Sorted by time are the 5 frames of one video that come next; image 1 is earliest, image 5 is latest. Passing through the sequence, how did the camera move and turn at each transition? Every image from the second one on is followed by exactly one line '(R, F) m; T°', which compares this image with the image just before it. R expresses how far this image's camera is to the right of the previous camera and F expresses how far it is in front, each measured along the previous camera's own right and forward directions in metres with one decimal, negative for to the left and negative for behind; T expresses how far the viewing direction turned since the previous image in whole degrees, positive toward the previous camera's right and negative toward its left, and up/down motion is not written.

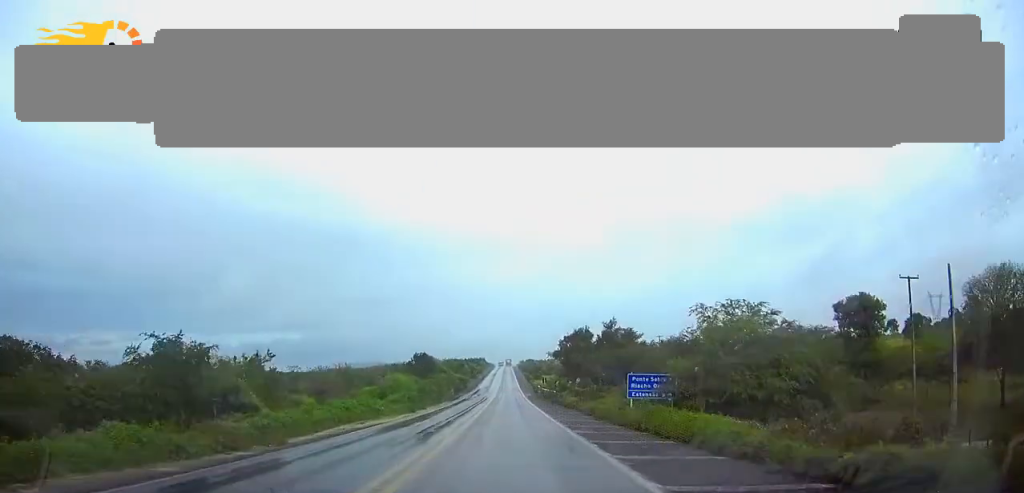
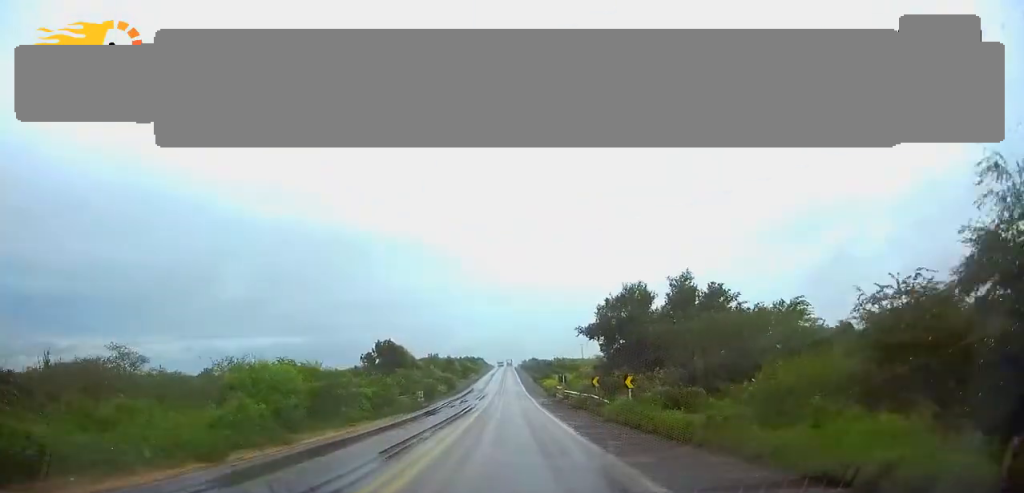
(0.0, +29.1) m; 0°
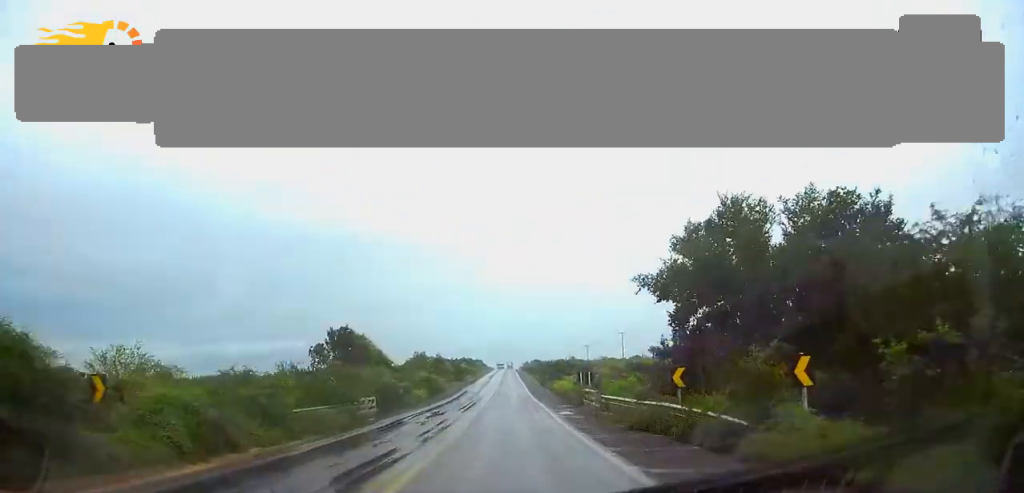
(-0.1, +18.5) m; 0°
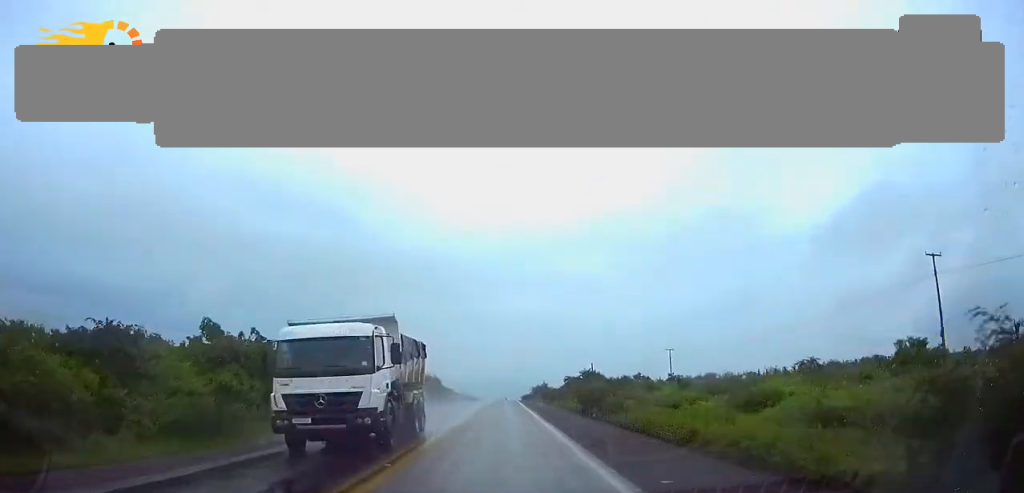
(+0.7, +157.1) m; 0°
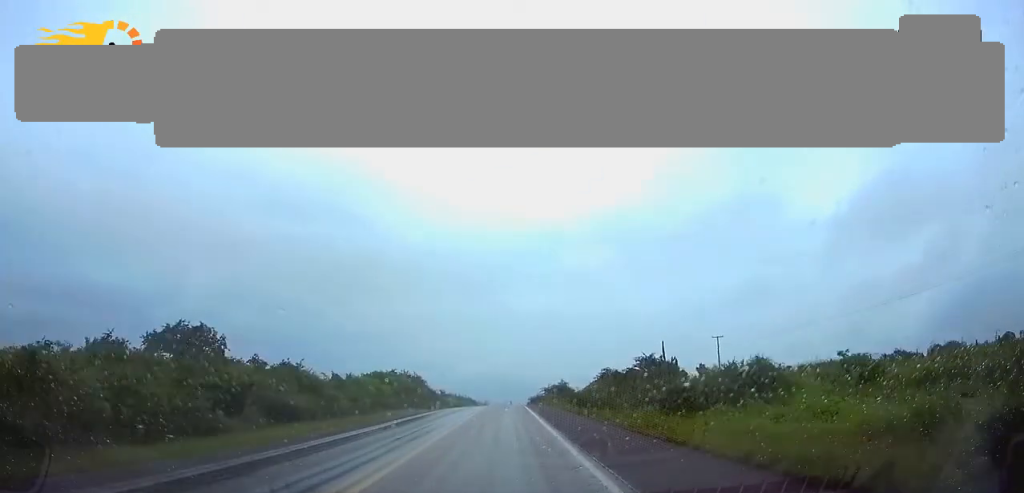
(0.0, +29.7) m; 0°
